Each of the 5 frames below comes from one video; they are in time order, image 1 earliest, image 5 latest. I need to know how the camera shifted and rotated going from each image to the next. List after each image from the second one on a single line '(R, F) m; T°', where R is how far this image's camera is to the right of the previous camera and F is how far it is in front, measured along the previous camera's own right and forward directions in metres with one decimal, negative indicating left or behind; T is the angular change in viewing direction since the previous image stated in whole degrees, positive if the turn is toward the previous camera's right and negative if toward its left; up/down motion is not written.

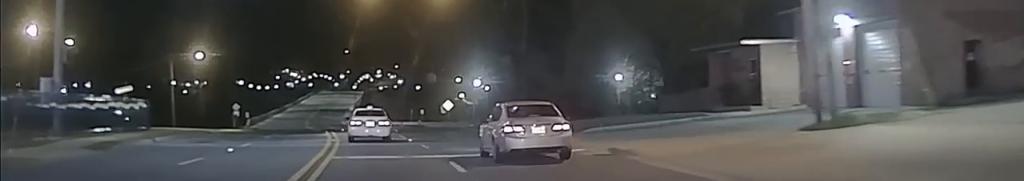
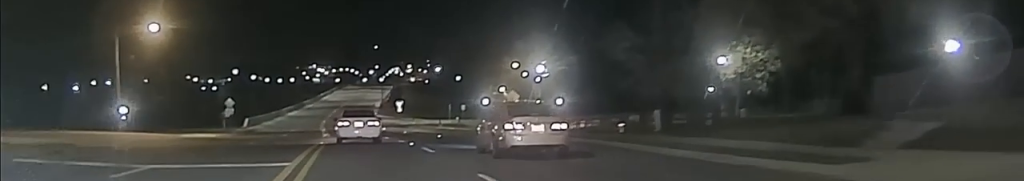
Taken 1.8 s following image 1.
(-0.1, +29.7) m; -4°
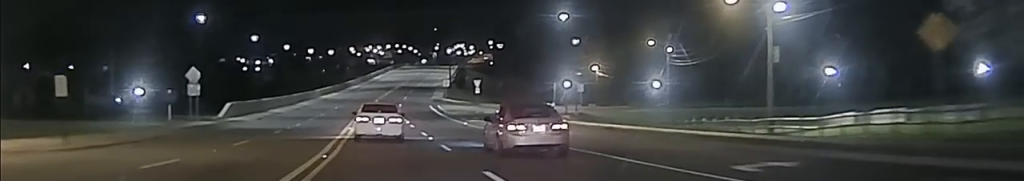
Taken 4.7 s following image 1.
(-1.5, +45.6) m; -2°
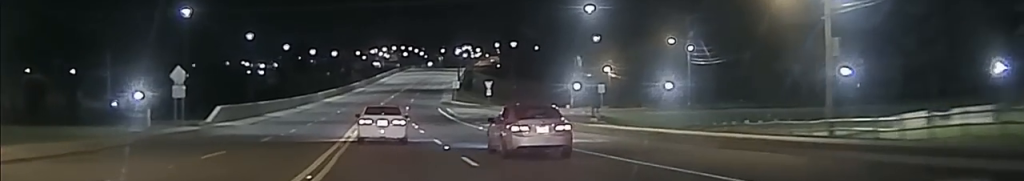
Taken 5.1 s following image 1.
(-0.1, +6.6) m; 0°
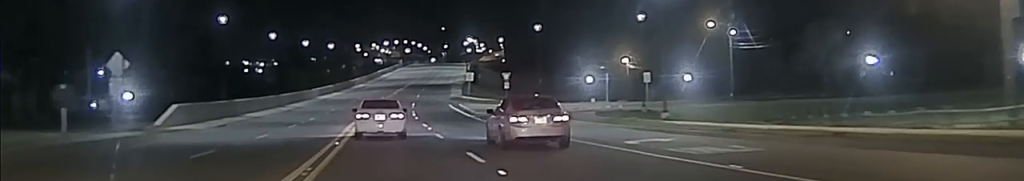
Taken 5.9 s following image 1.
(-0.1, +13.2) m; -1°
